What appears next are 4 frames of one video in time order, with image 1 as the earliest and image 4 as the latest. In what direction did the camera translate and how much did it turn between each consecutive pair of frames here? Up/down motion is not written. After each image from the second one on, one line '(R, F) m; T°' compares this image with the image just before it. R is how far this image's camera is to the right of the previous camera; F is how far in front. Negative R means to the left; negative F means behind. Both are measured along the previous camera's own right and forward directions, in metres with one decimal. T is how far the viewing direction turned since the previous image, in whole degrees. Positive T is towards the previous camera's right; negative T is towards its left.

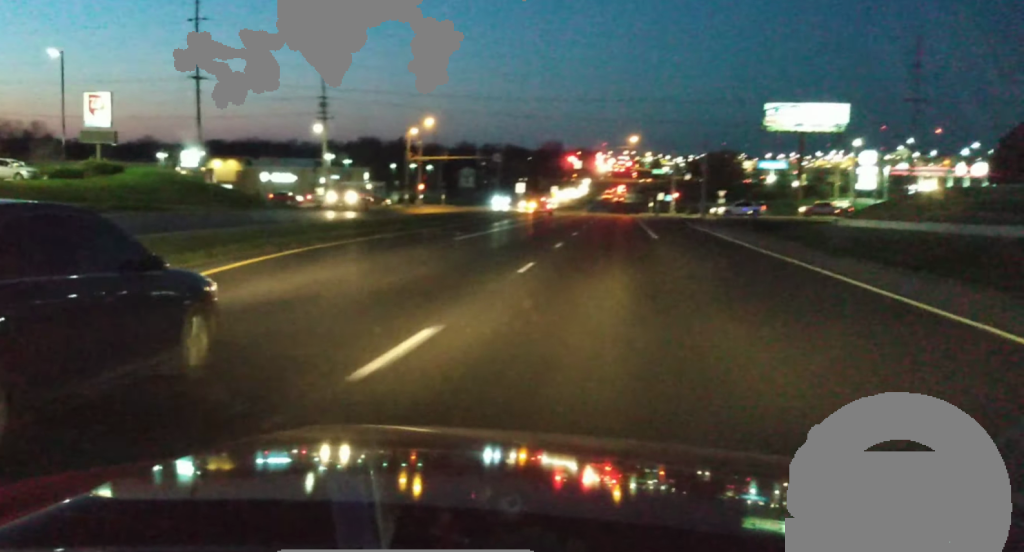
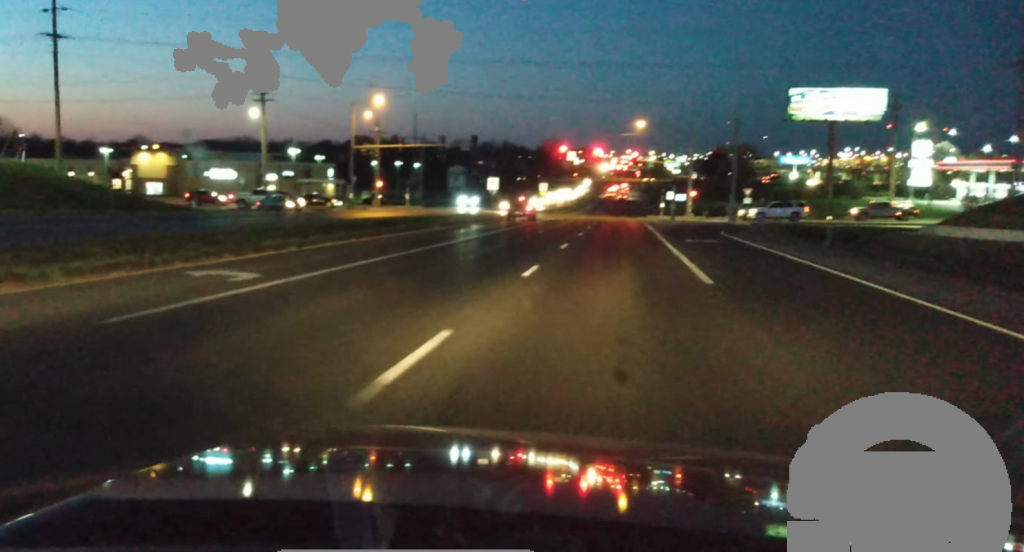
(+0.1, +24.9) m; +1°
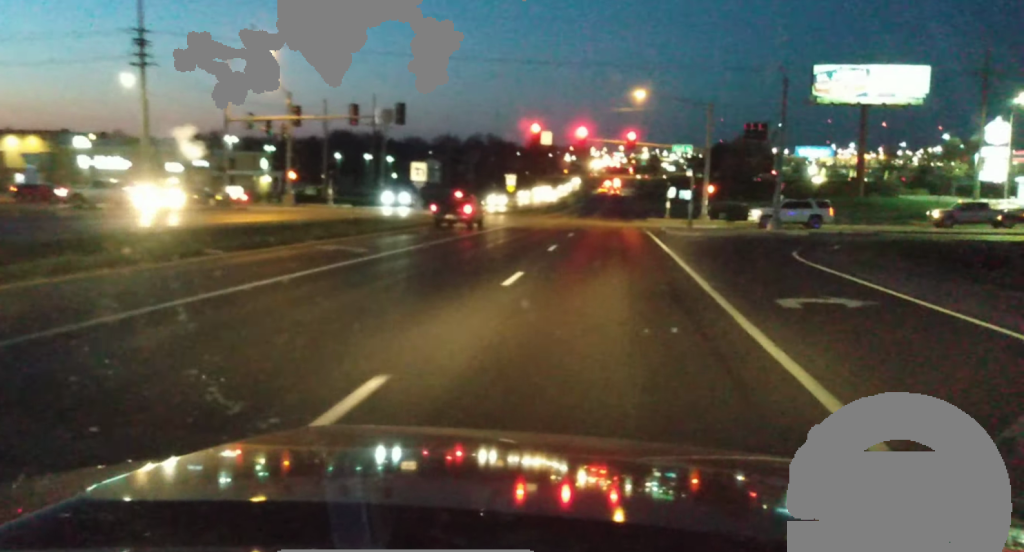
(0.0, +26.8) m; -1°
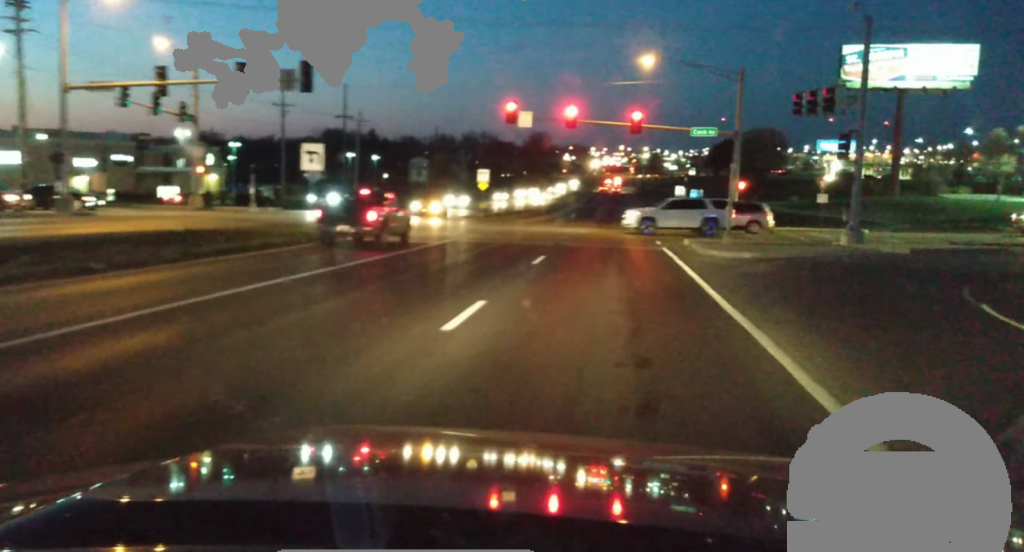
(-0.4, +18.6) m; -2°
